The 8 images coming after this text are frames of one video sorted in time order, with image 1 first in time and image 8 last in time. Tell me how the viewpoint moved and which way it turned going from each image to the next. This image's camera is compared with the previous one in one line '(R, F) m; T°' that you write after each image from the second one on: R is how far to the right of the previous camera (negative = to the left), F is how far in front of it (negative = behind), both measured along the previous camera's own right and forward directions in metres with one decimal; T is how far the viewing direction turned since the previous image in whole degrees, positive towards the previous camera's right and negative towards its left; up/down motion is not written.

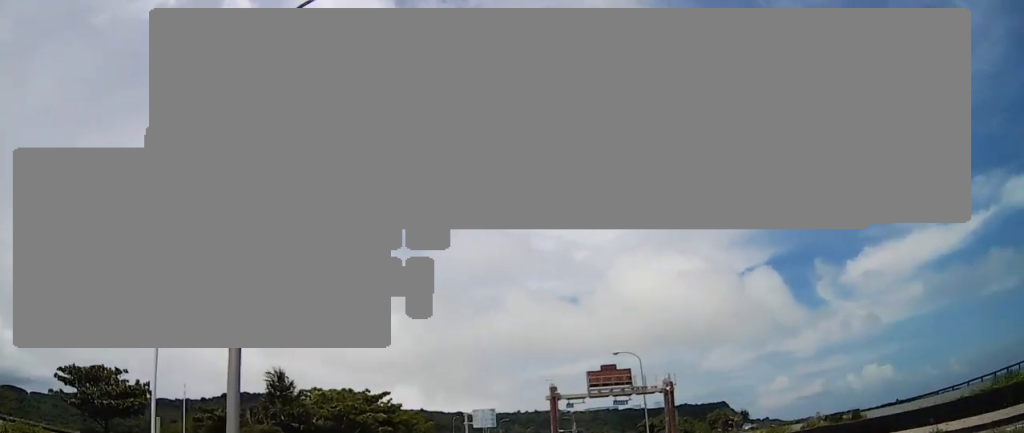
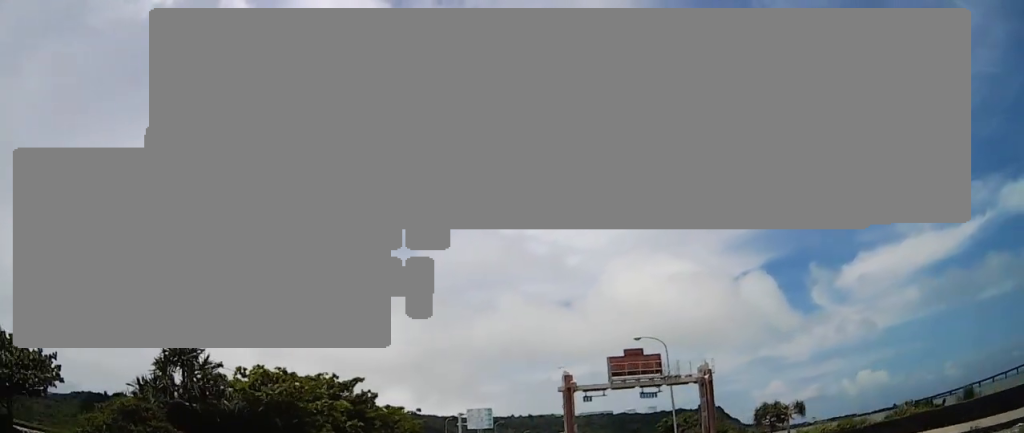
(0.0, +8.4) m; 0°
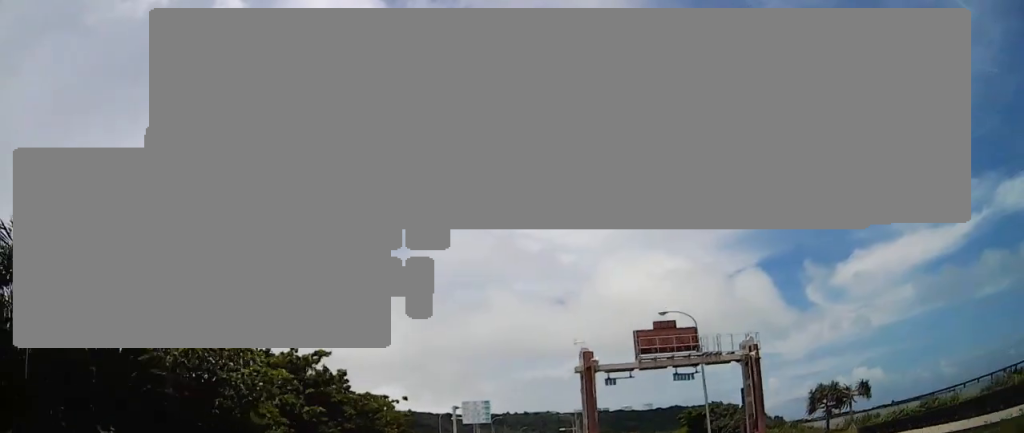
(0.0, +6.6) m; 0°
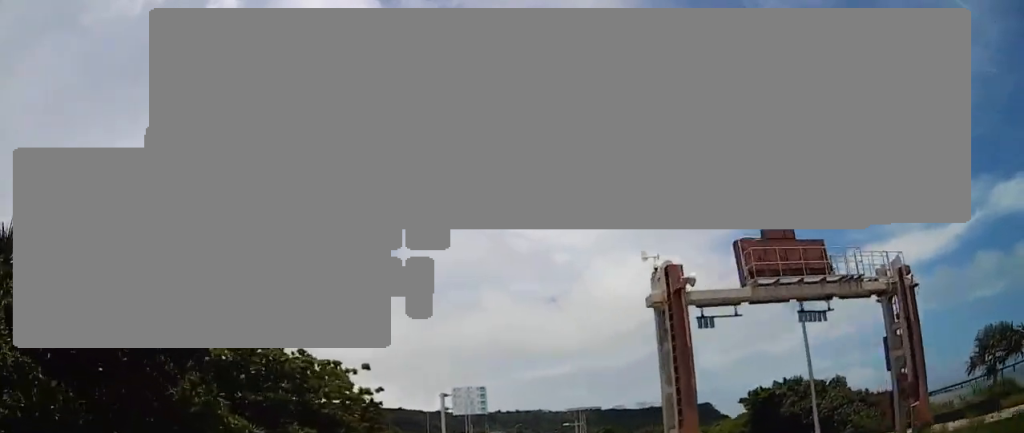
(0.0, +12.7) m; +1°
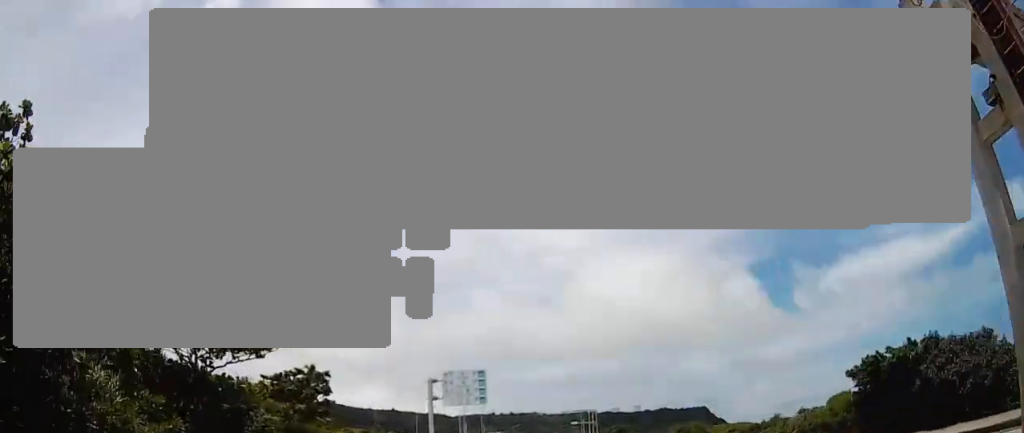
(+0.2, +12.2) m; +2°
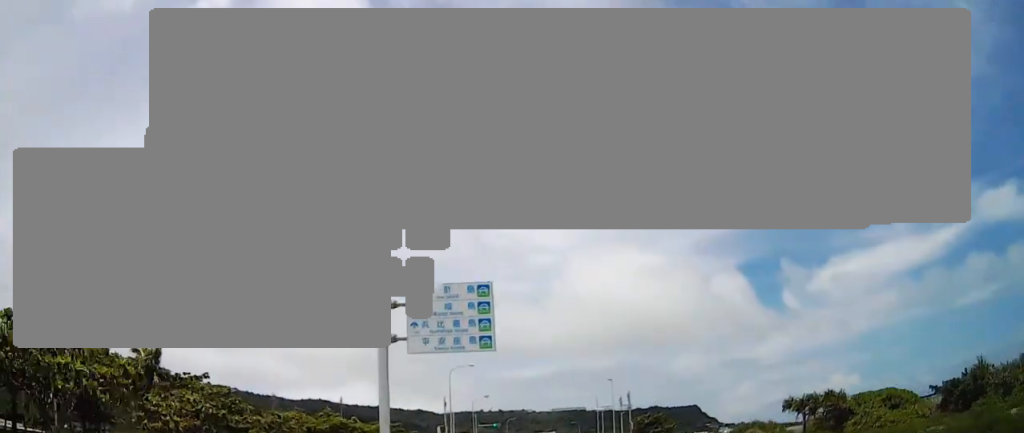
(+0.8, +24.4) m; +3°
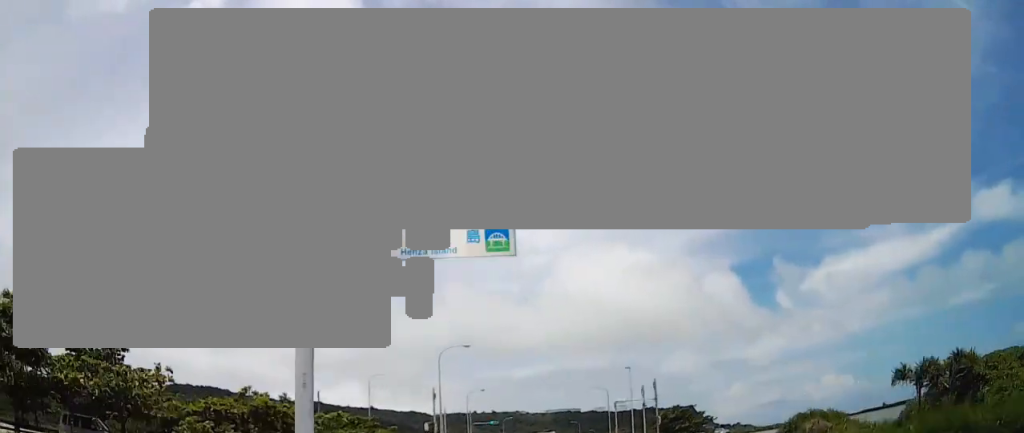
(+0.1, +11.6) m; 0°
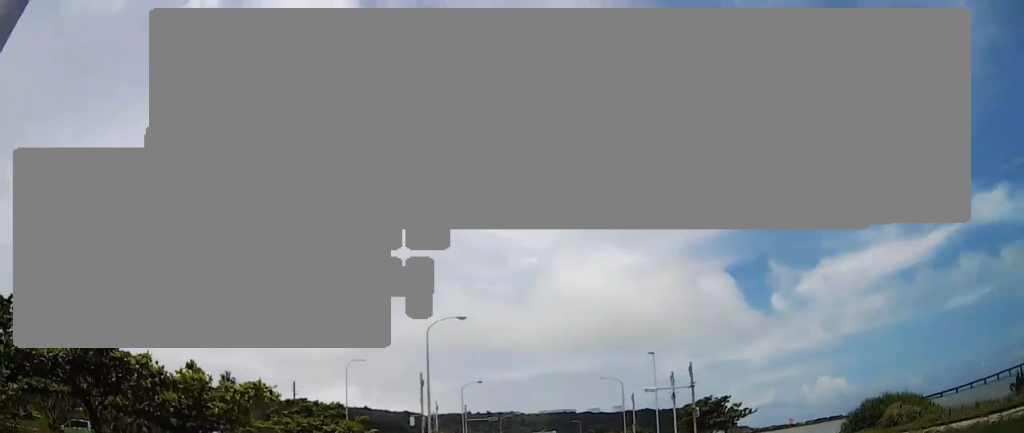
(0.0, +11.0) m; -1°
